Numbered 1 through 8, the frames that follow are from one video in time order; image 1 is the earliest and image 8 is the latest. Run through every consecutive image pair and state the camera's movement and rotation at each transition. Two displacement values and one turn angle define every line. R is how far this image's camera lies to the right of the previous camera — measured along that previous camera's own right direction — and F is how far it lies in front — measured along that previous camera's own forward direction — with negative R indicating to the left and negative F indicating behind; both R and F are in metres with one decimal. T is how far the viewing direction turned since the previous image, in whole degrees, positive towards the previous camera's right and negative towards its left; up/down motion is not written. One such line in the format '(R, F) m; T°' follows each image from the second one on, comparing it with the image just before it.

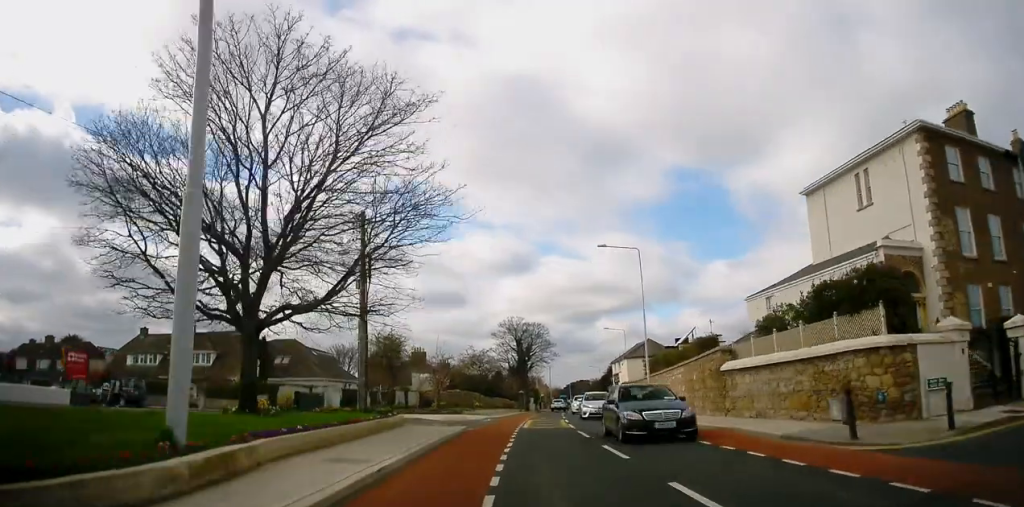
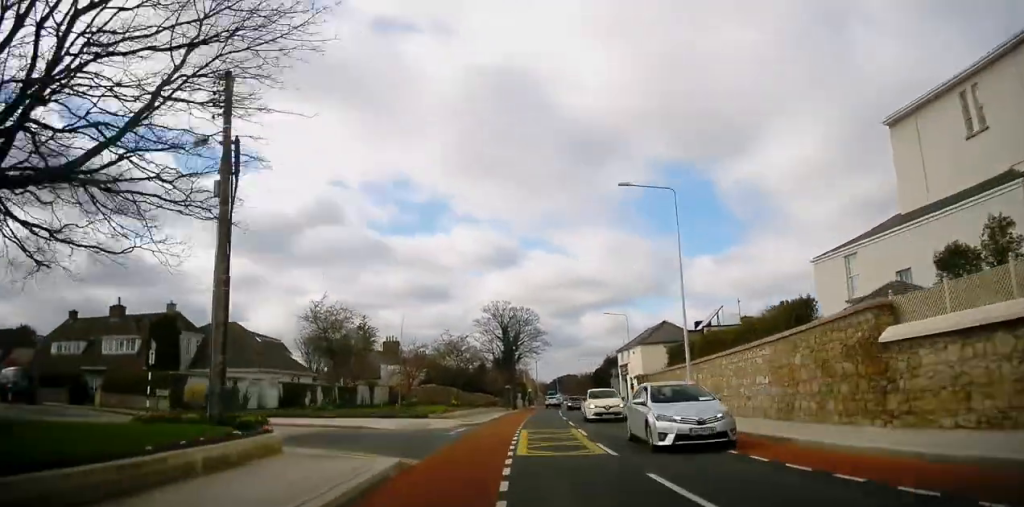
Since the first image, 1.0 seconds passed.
(+0.1, +10.9) m; +1°
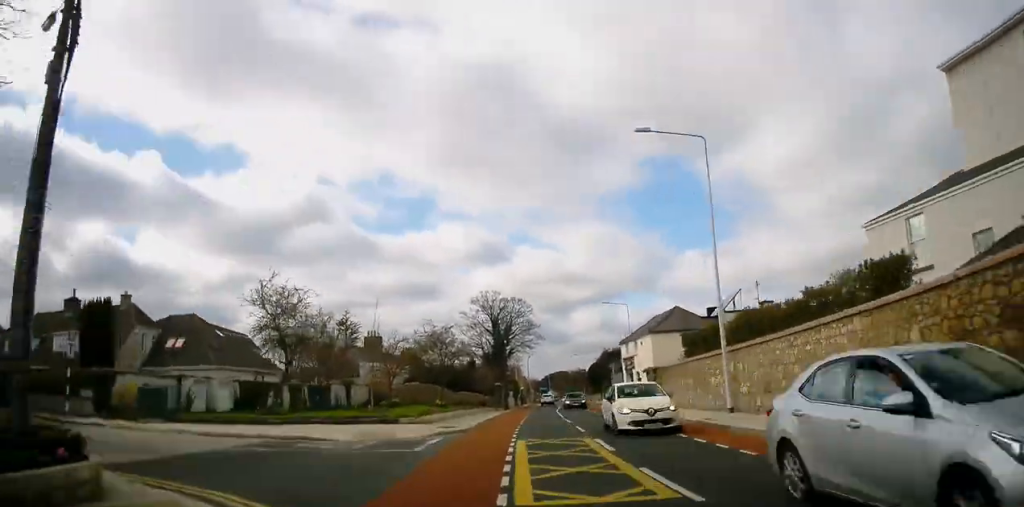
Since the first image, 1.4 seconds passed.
(0.0, +5.1) m; 0°
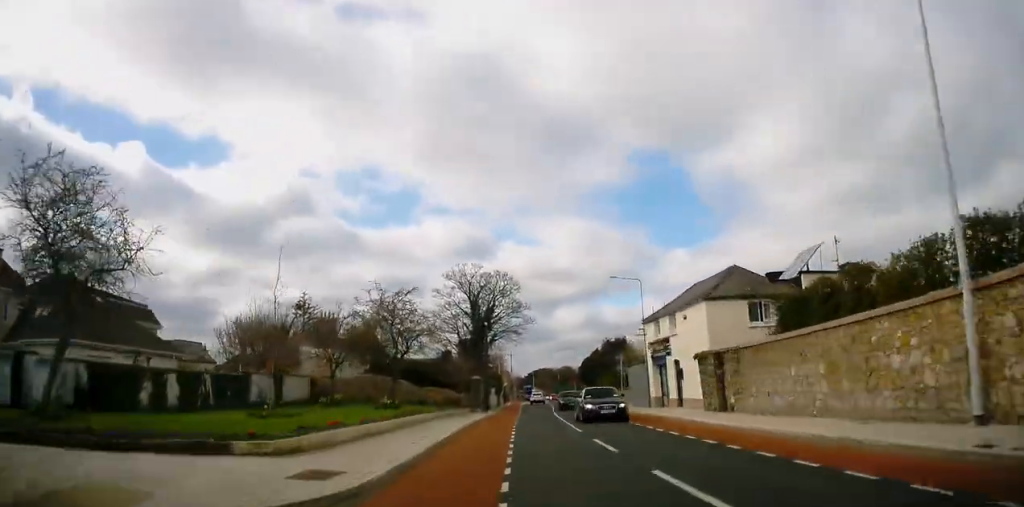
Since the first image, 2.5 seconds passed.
(0.0, +12.8) m; 0°
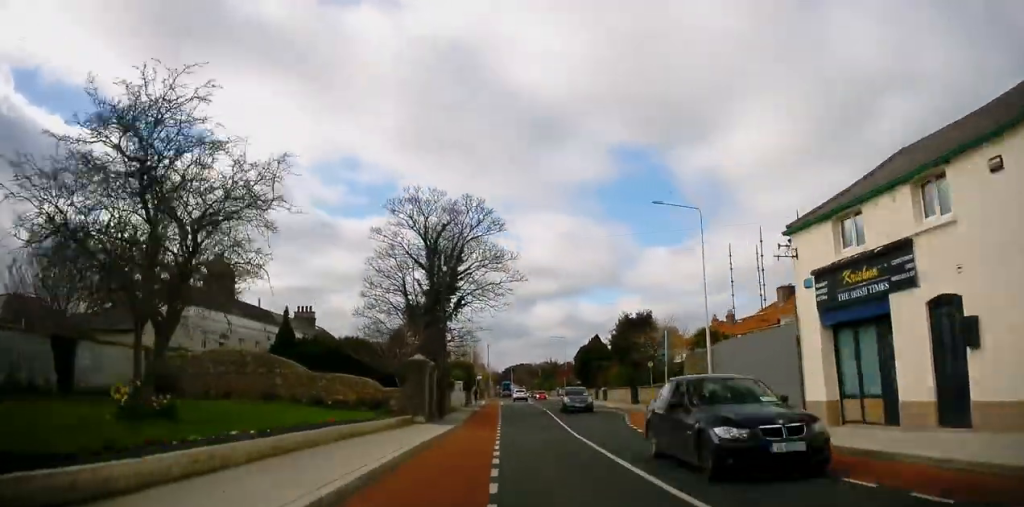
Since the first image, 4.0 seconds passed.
(-0.1, +19.5) m; +2°
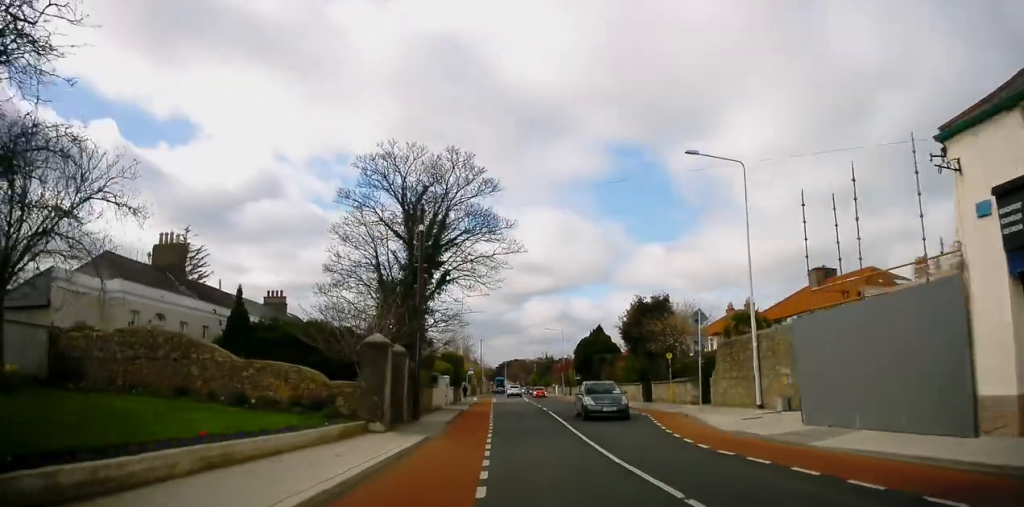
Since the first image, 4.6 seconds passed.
(-0.1, +6.6) m; +2°
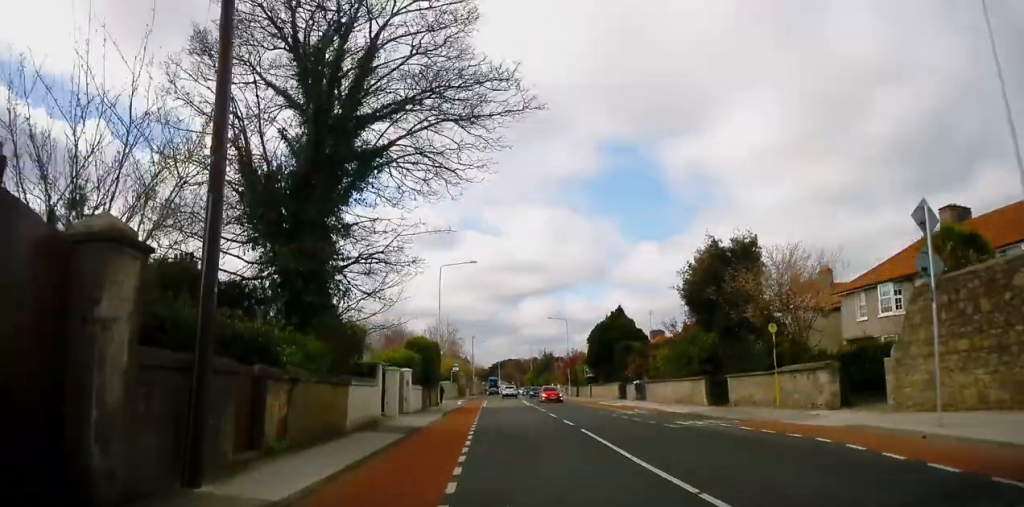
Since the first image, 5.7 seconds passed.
(+0.9, +14.4) m; +2°
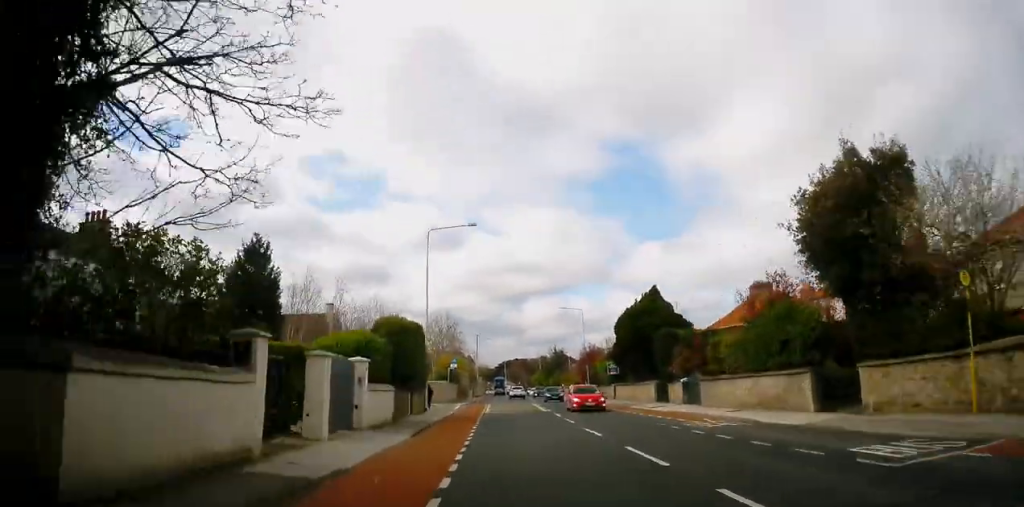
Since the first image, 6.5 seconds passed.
(-0.3, +9.6) m; -2°
